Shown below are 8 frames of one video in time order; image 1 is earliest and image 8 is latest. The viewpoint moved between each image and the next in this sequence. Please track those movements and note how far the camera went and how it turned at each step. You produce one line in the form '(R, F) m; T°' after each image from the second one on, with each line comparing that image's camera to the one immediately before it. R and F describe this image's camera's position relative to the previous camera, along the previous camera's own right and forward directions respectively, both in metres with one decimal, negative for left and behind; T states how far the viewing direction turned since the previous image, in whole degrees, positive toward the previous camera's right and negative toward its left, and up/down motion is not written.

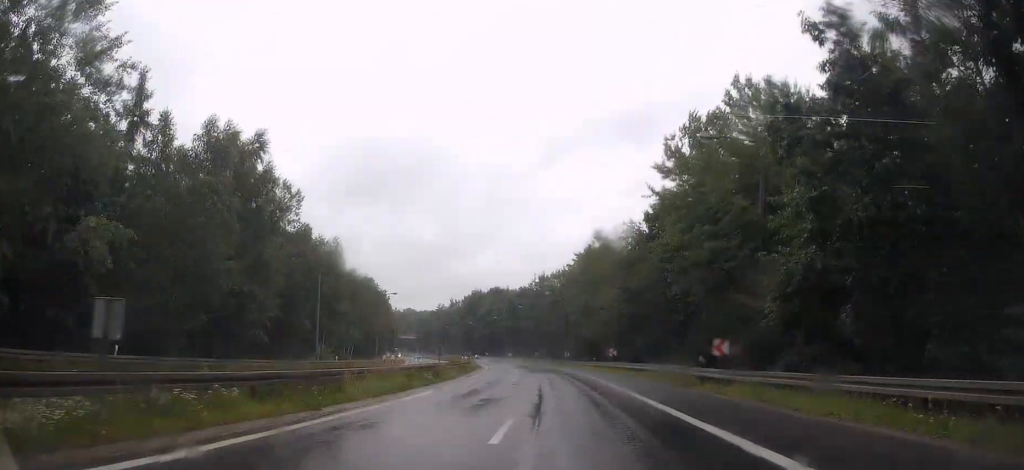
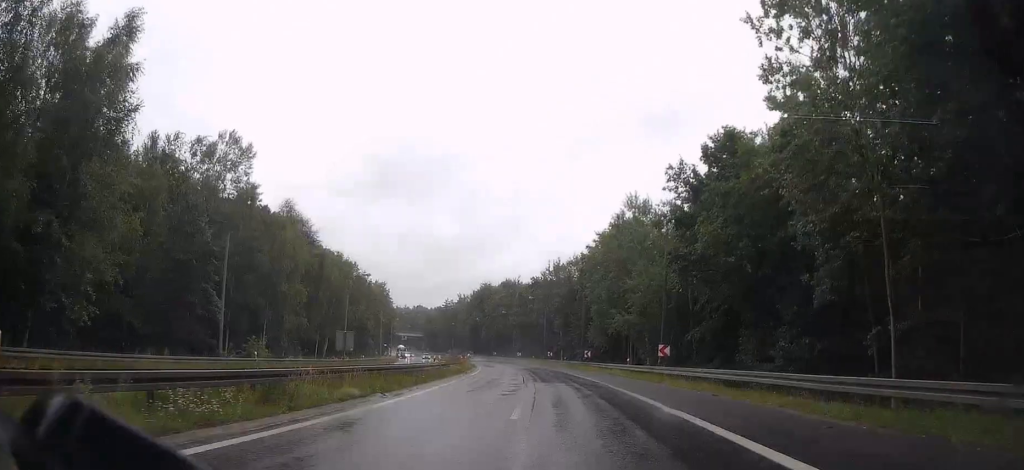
(-0.1, +20.0) m; -2°
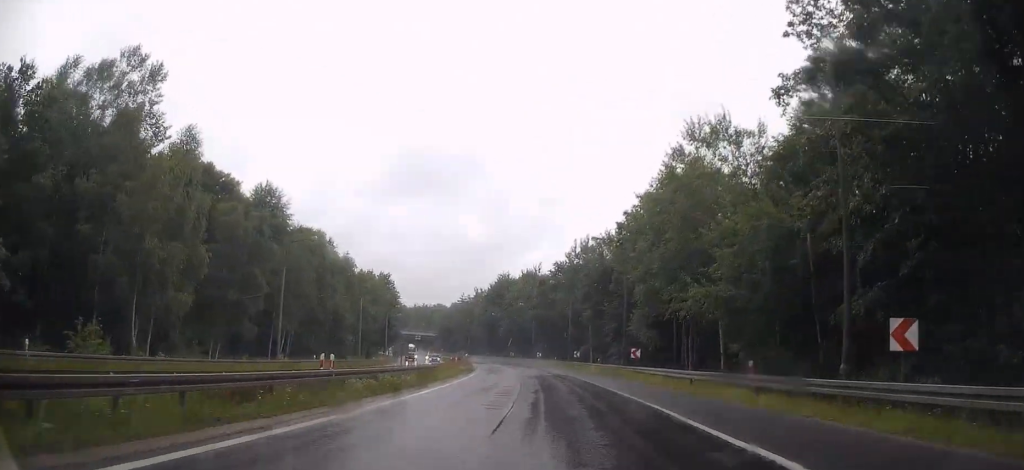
(-0.5, +23.4) m; -3°
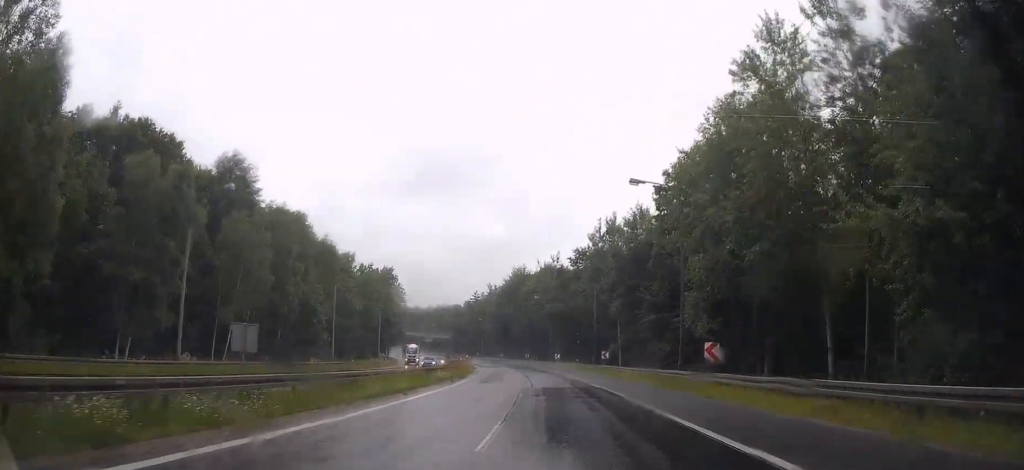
(-0.4, +16.7) m; -2°
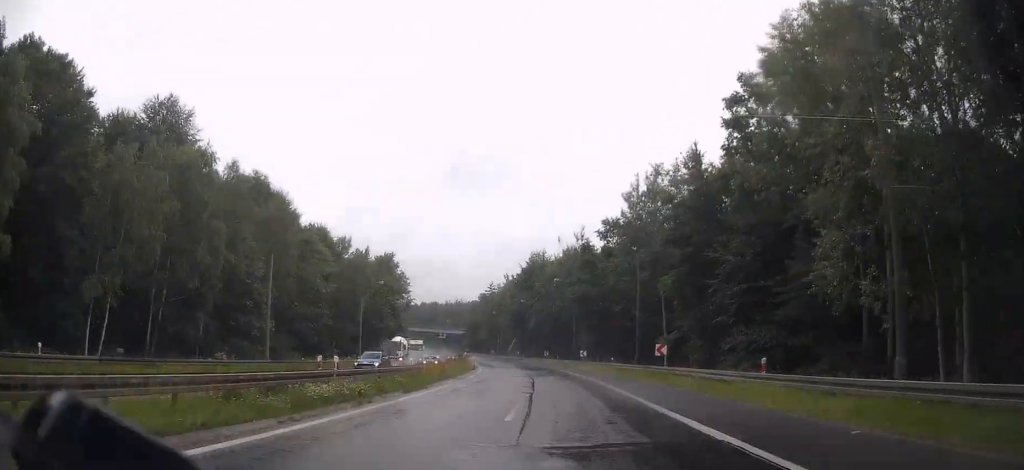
(-0.5, +20.2) m; -3°
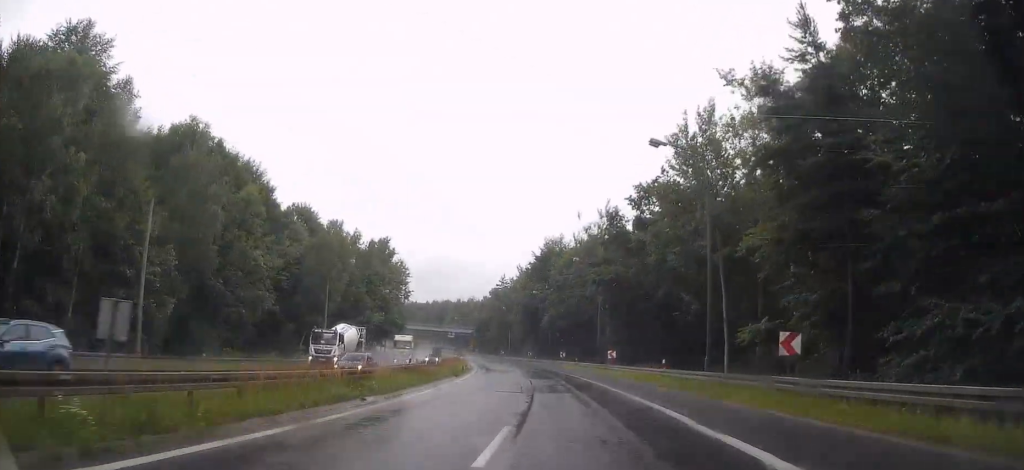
(-0.5, +17.8) m; -2°
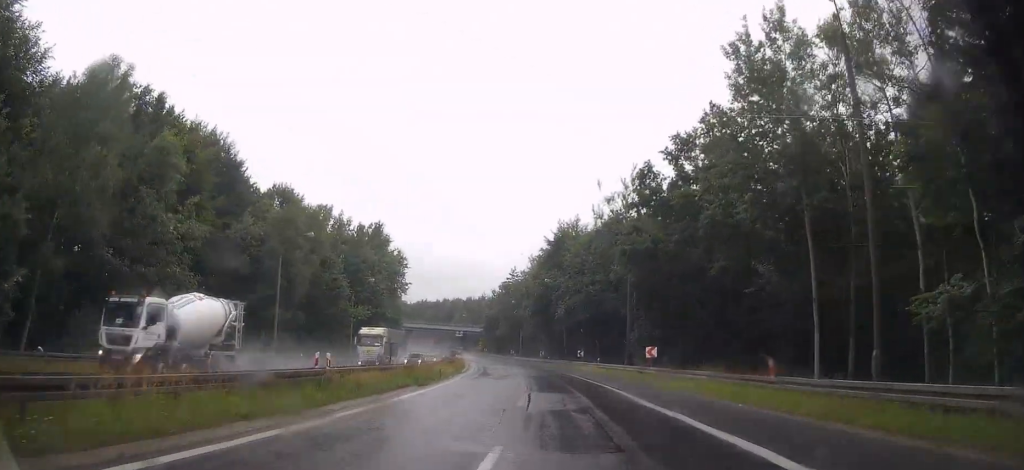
(-0.4, +14.5) m; -1°
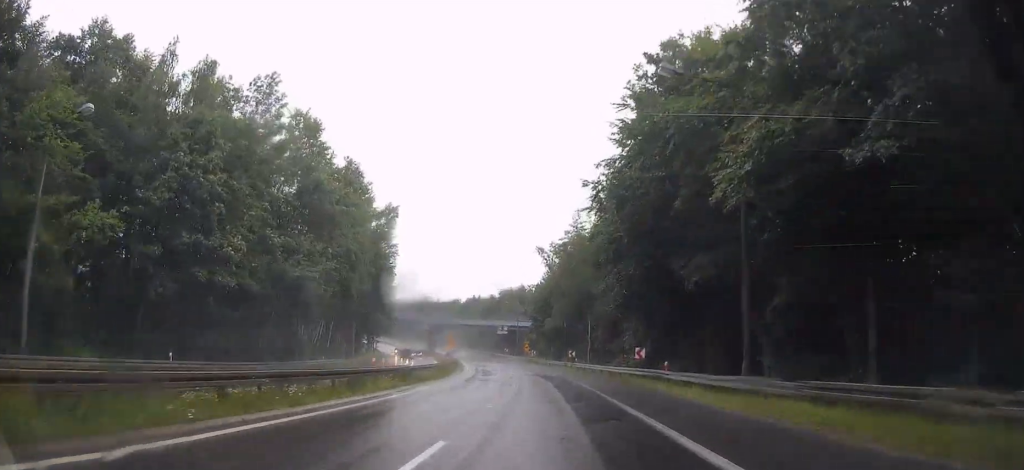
(-0.9, +59.9) m; -5°
